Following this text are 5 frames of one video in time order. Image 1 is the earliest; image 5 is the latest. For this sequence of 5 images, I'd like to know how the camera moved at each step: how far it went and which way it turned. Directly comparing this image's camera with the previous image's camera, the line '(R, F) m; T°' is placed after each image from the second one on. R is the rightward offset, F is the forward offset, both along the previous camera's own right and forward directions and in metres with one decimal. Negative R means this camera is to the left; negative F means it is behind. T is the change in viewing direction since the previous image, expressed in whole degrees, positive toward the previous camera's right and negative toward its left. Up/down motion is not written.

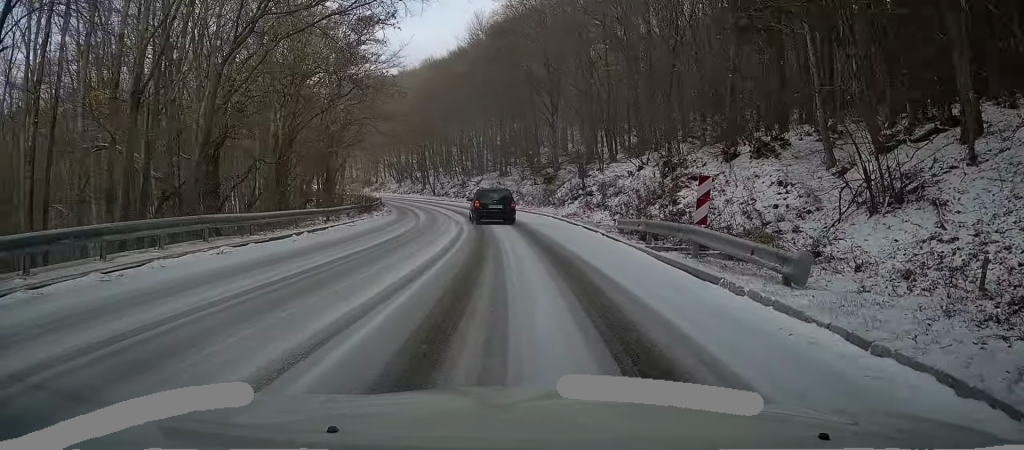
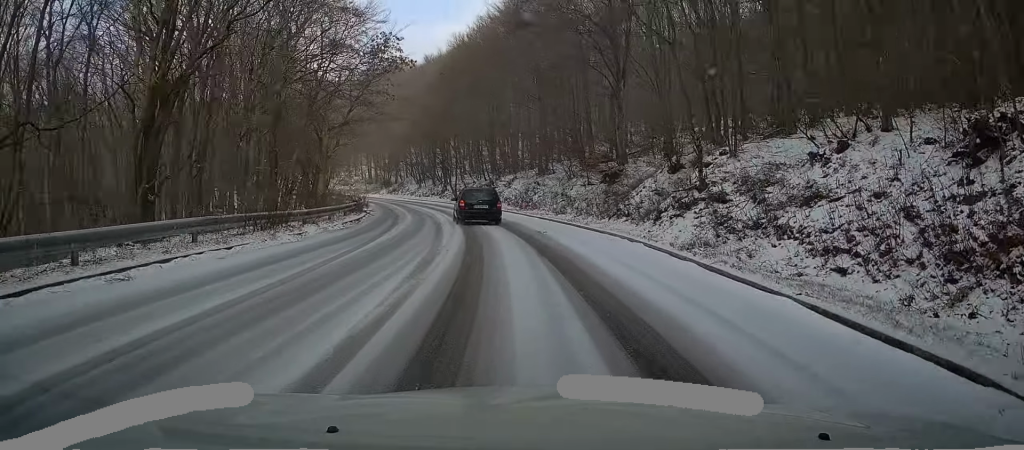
(-0.6, +16.5) m; -3°
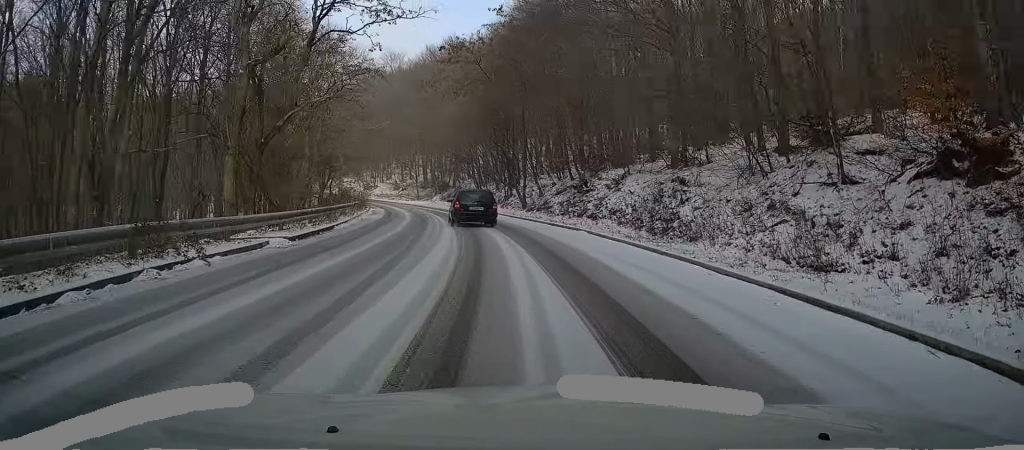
(-0.7, +24.7) m; -5°
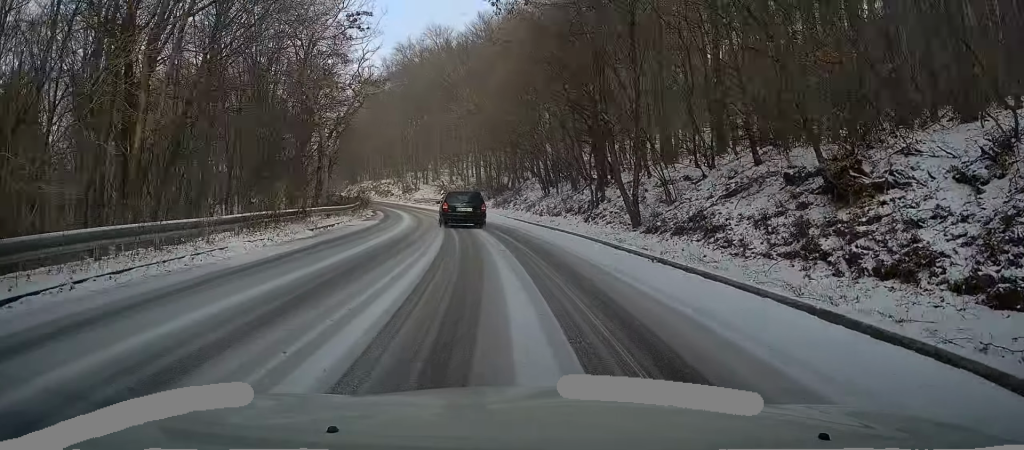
(-1.4, +22.0) m; -6°
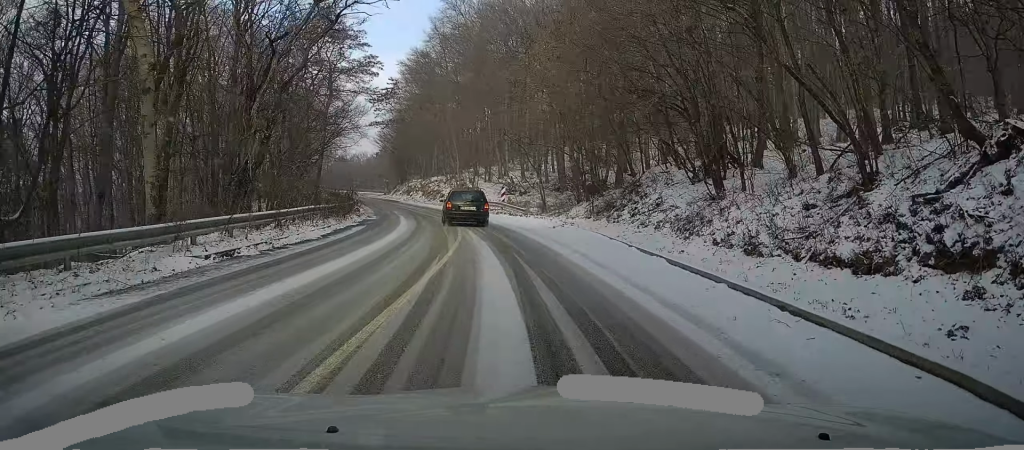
(-1.1, +25.0) m; -6°
